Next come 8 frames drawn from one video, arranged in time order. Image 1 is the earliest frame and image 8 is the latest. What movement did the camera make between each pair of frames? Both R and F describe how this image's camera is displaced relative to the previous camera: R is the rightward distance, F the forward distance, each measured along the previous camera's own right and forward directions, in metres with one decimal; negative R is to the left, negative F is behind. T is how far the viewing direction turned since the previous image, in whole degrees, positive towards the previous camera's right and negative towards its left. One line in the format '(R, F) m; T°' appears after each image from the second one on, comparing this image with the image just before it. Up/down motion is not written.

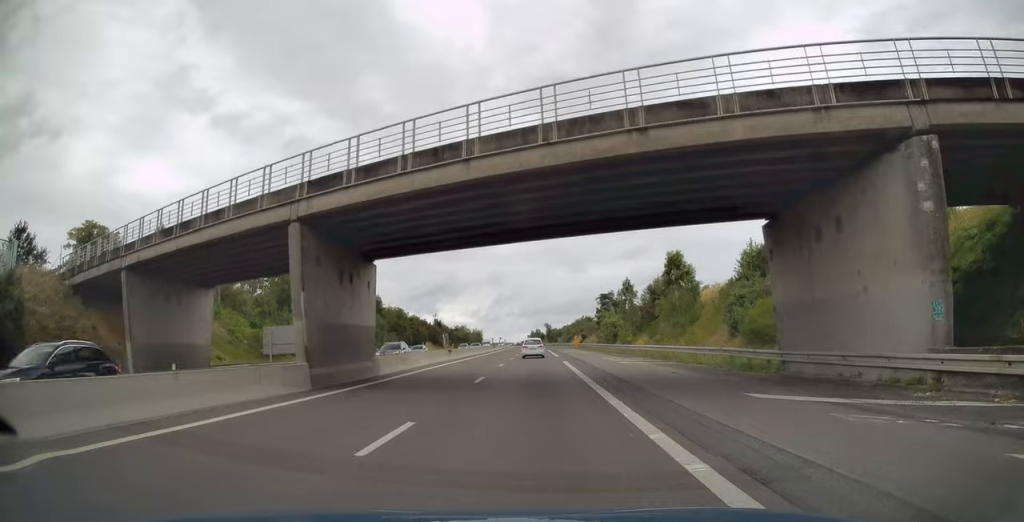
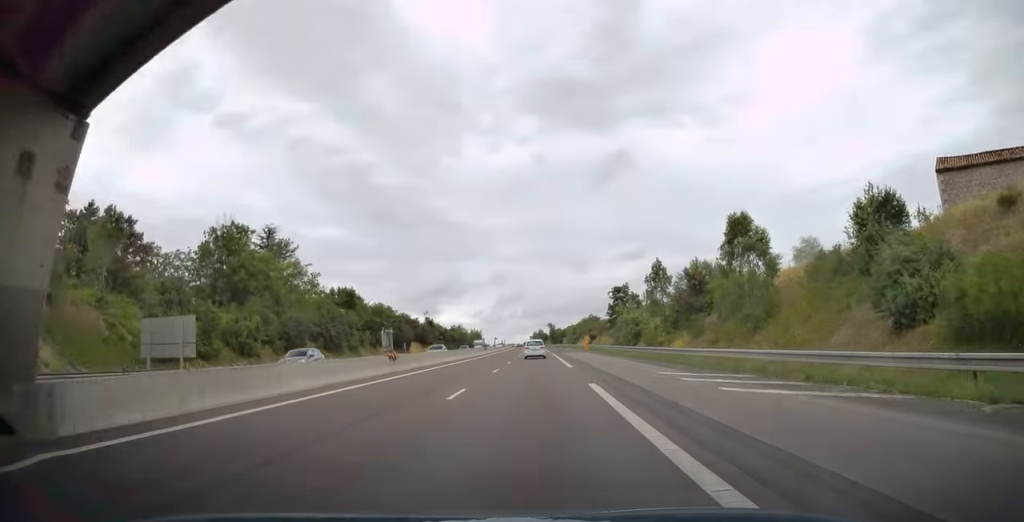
(0.0, +18.7) m; 0°
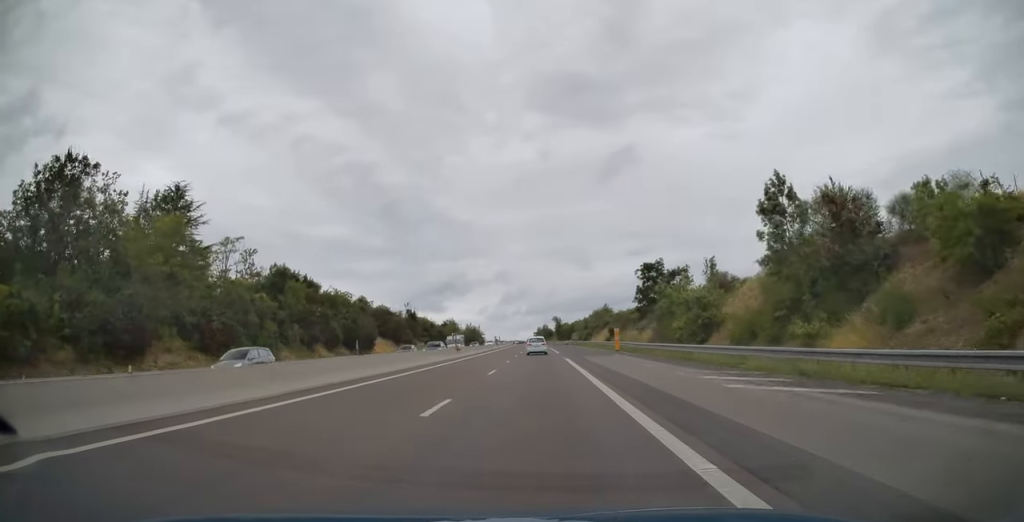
(0.0, +29.3) m; 0°
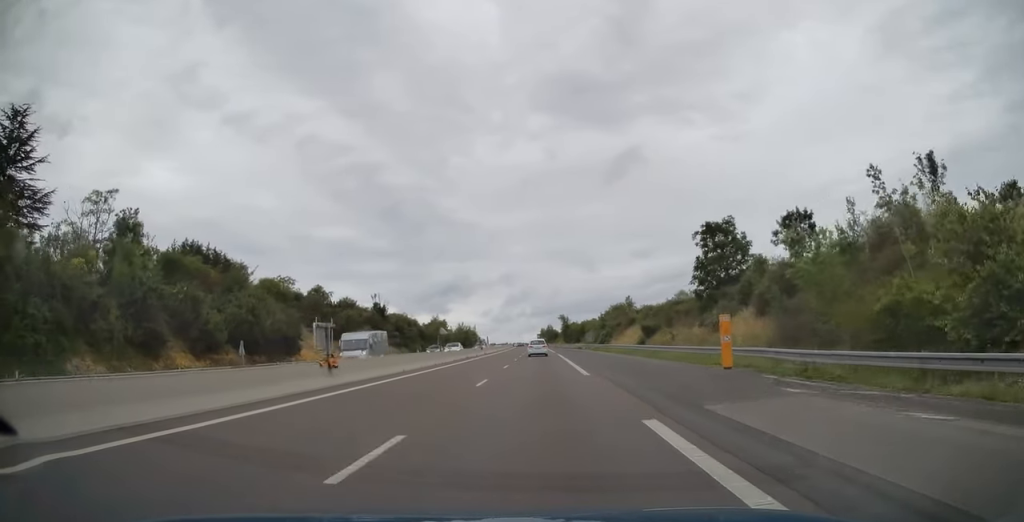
(-0.1, +30.9) m; -1°
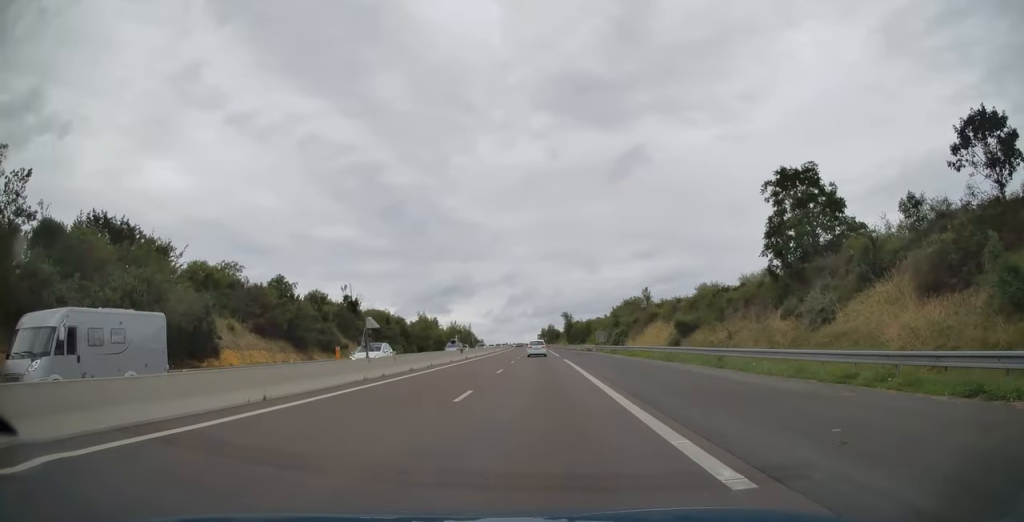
(-0.1, +17.6) m; 0°
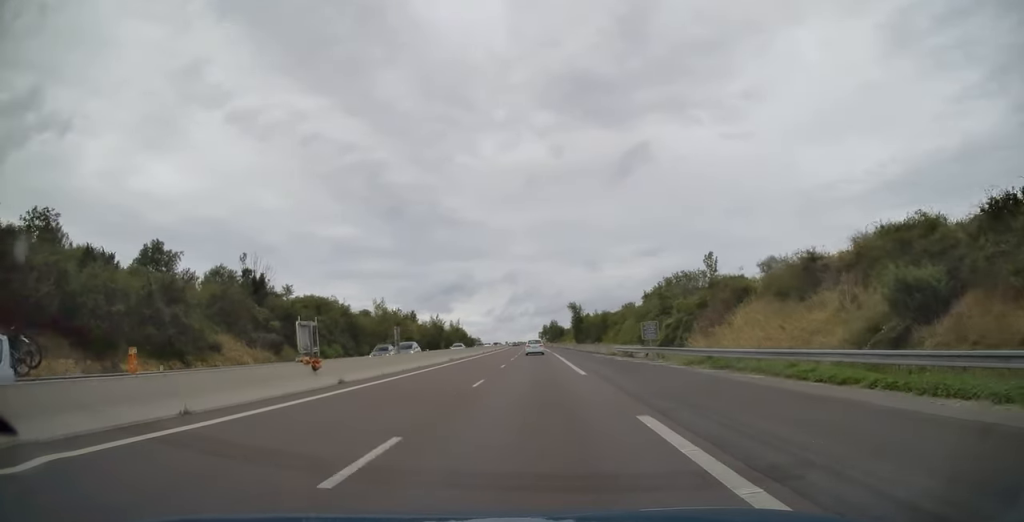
(-0.1, +34.4) m; 0°
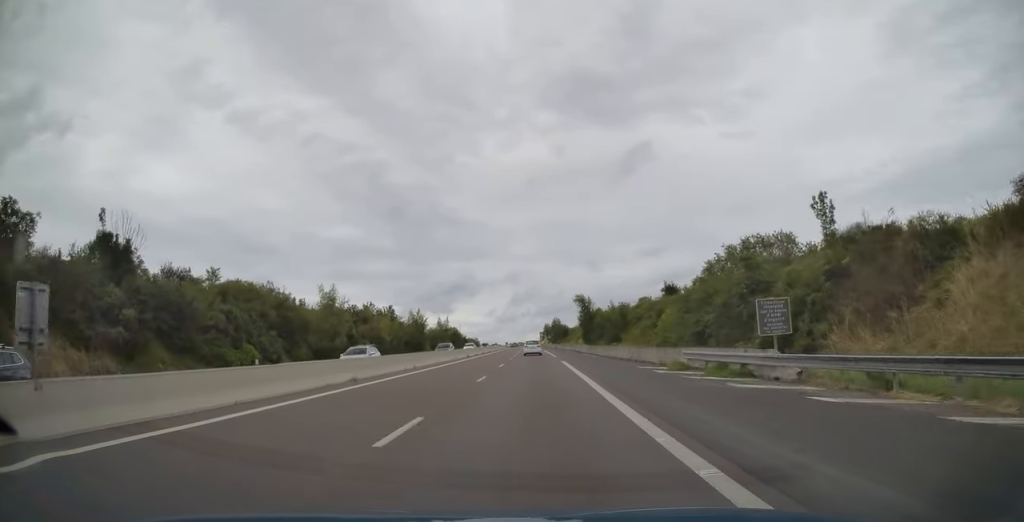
(0.0, +23.7) m; 0°
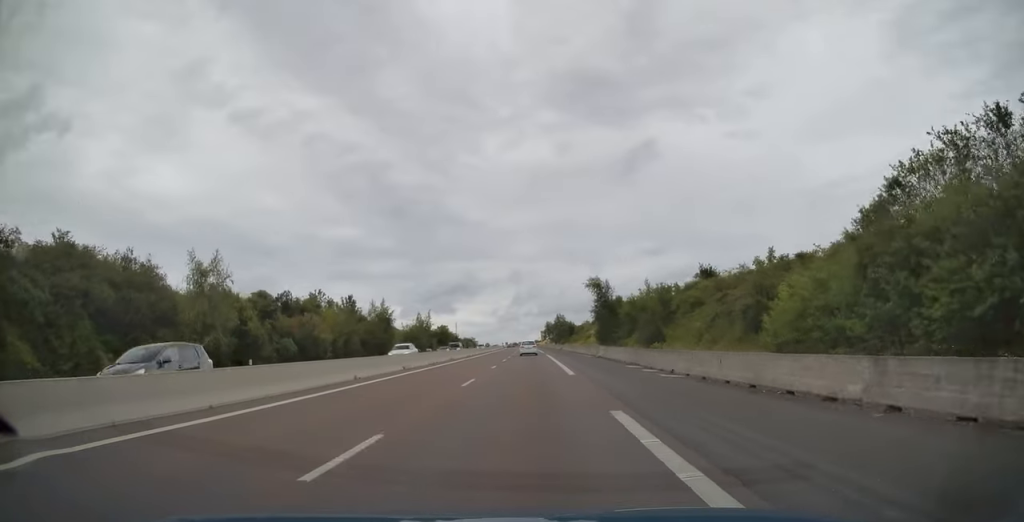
(0.0, +27.9) m; 0°
